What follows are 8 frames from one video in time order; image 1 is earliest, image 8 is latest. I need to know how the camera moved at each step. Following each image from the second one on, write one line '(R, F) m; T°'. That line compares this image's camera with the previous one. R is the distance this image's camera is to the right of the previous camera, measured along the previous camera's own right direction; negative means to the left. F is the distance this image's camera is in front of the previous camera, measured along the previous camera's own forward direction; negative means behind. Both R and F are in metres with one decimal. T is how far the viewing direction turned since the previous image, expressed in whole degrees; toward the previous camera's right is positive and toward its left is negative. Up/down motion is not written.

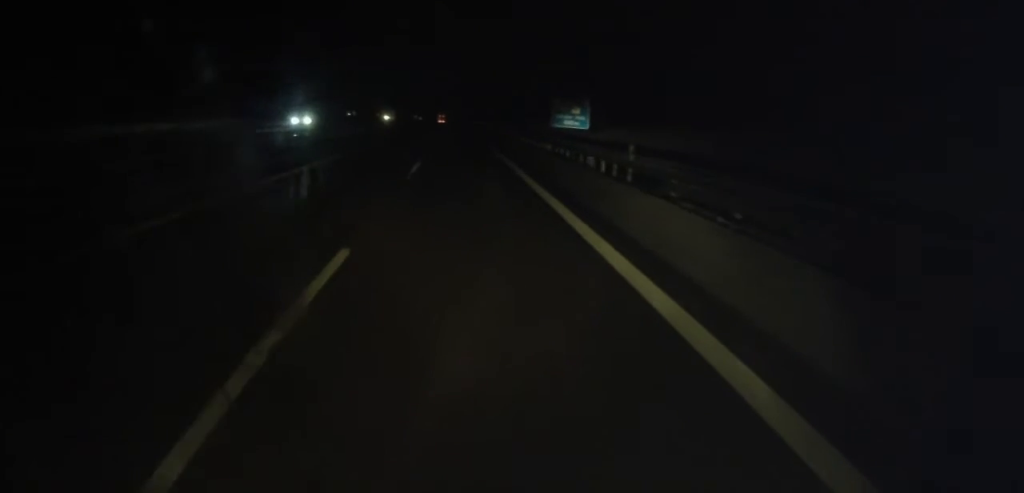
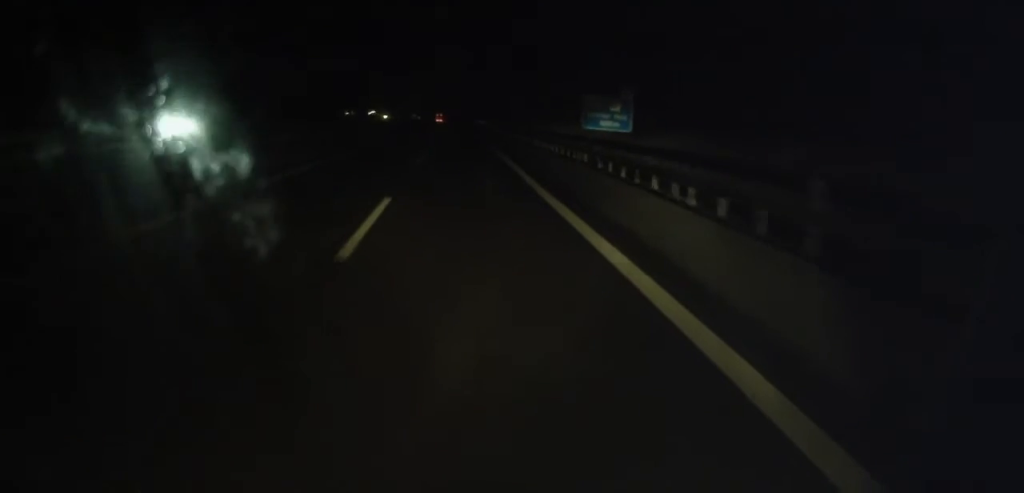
(-0.1, +12.6) m; 0°
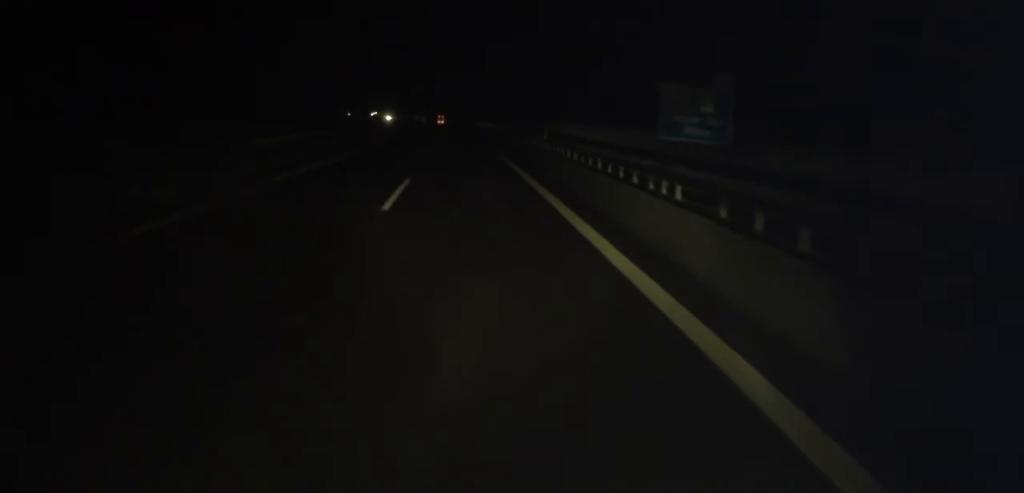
(+0.2, +13.3) m; +1°
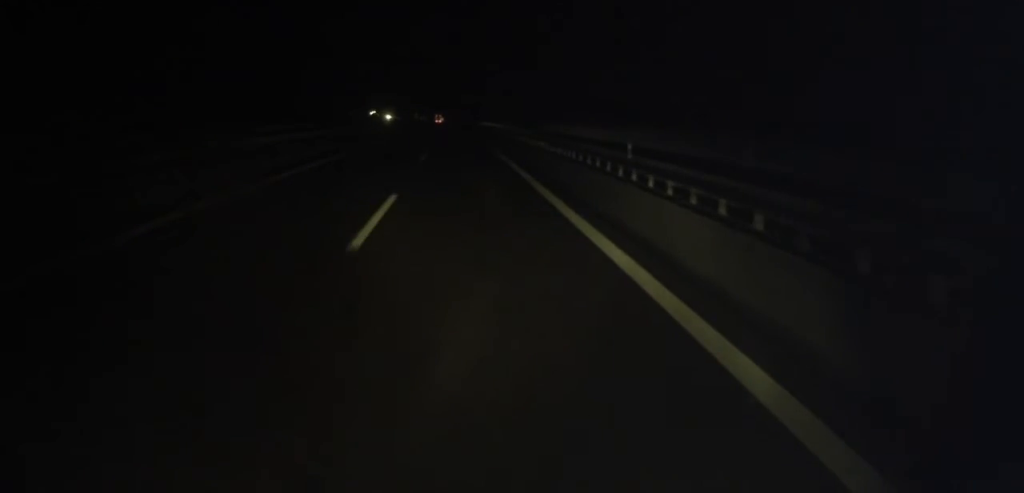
(+0.4, +21.7) m; 0°
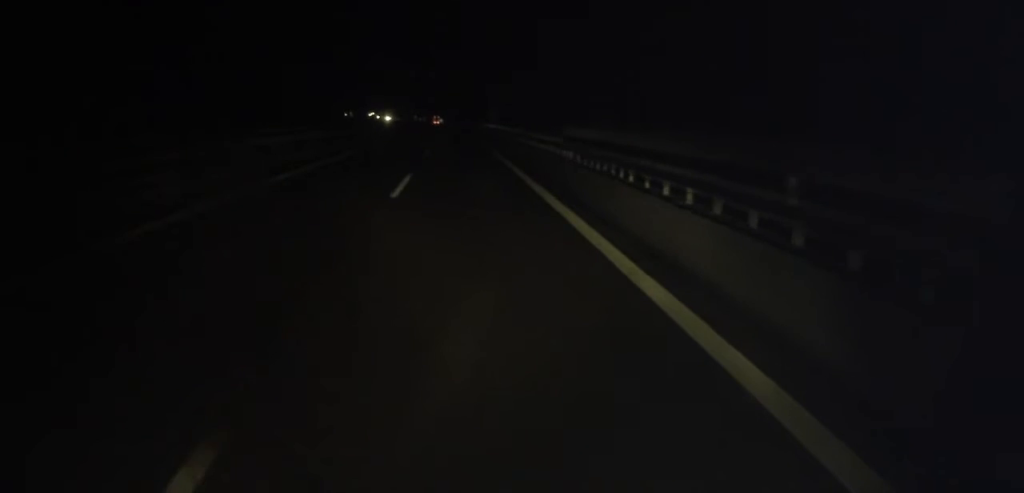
(0.0, +11.6) m; 0°
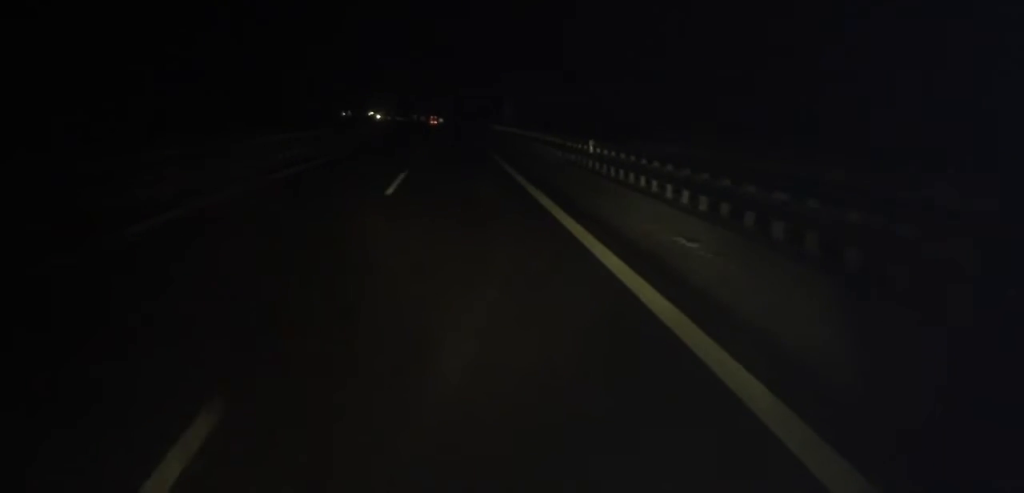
(-0.5, +34.9) m; -1°
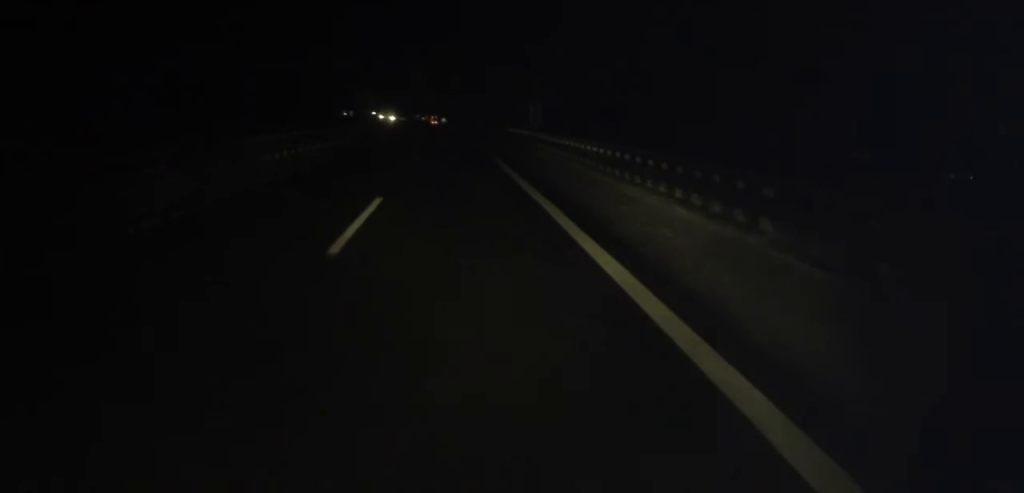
(-0.1, +24.9) m; 0°
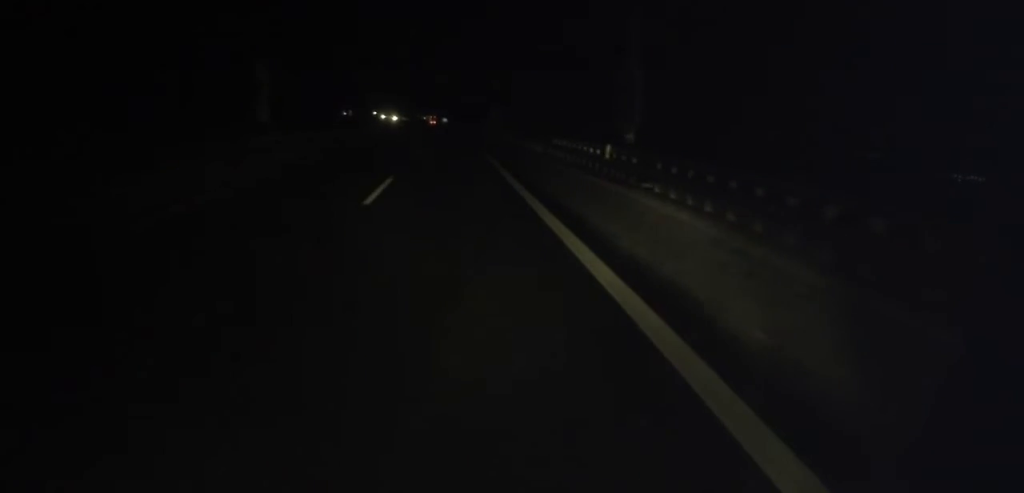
(0.0, +30.5) m; 0°
